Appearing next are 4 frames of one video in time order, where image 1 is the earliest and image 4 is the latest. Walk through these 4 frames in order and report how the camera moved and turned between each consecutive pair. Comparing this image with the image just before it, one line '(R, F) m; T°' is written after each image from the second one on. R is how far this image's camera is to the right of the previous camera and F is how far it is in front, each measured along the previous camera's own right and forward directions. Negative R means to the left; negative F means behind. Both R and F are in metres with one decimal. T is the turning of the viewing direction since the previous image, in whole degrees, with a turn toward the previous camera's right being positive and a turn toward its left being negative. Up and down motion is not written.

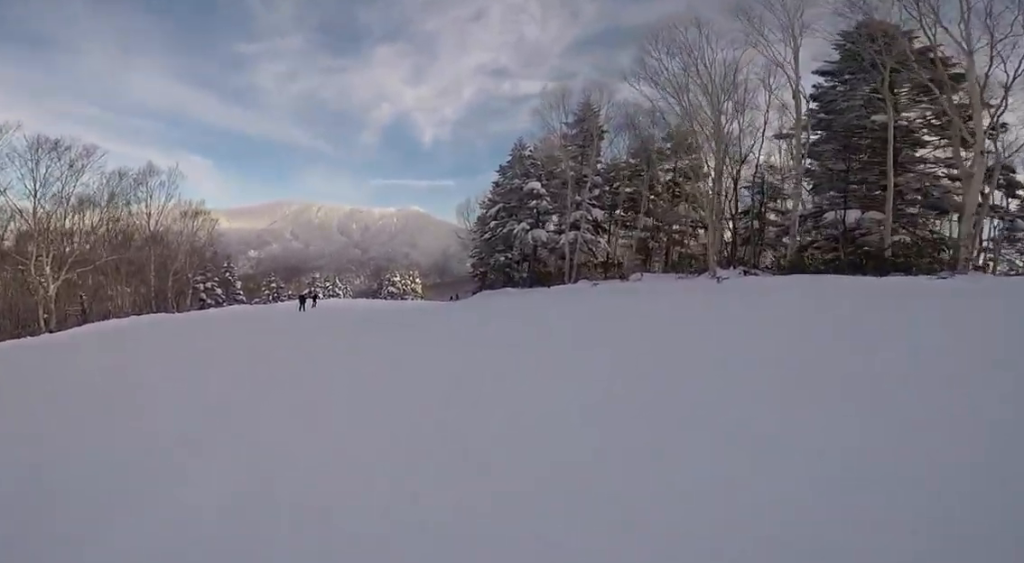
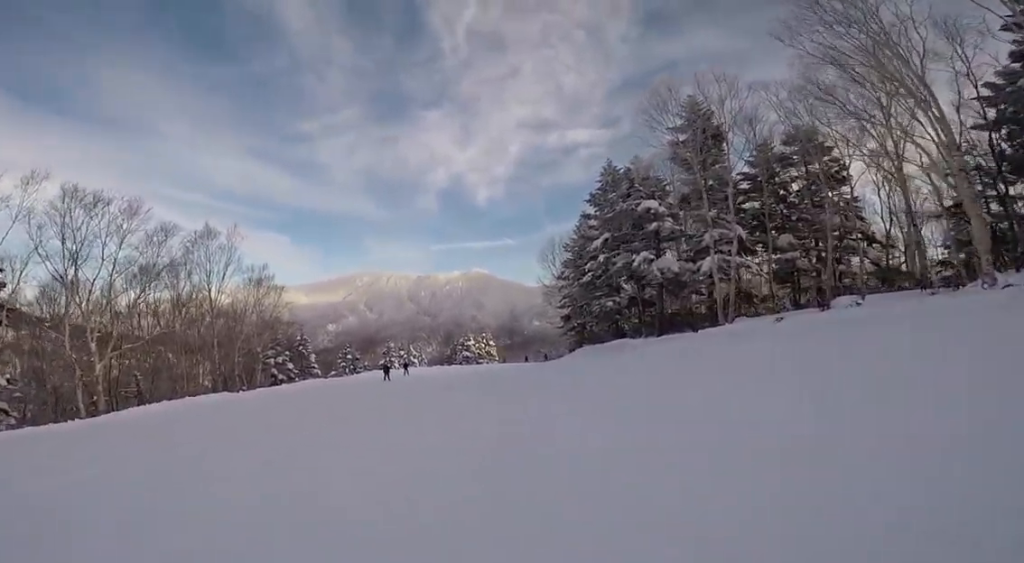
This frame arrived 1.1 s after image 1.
(-0.7, +5.5) m; -22°
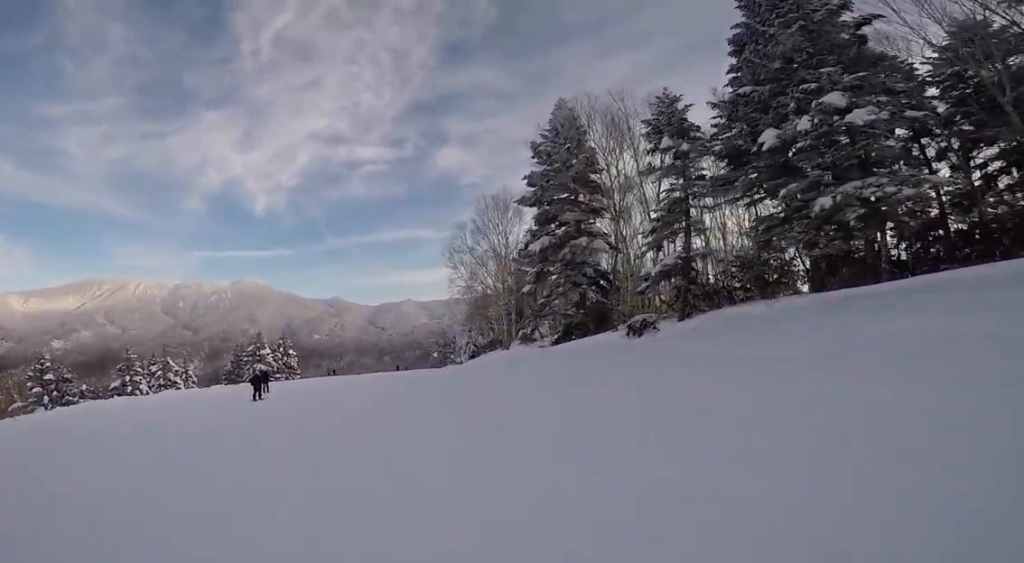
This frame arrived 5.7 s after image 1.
(+5.8, +20.4) m; +18°
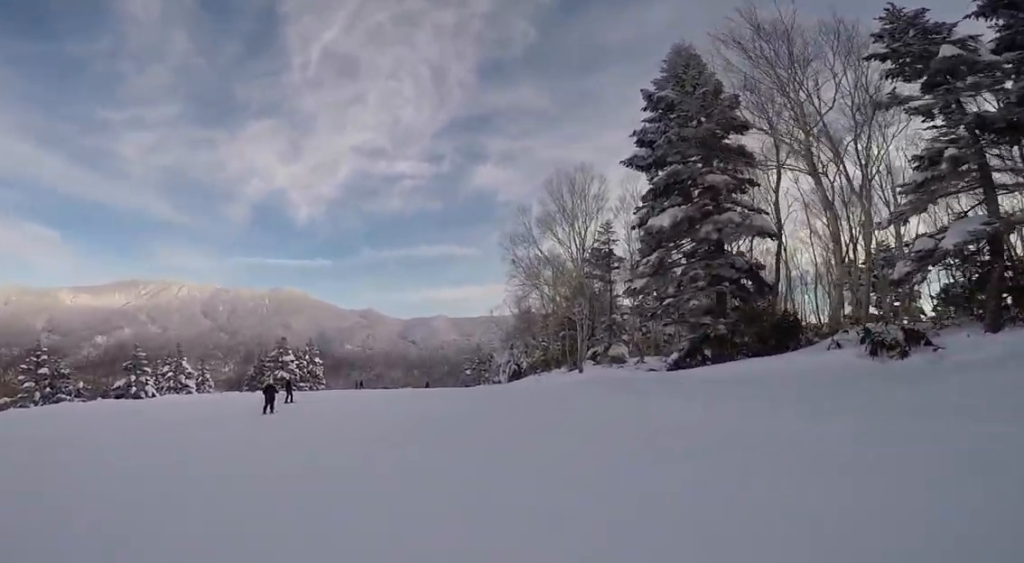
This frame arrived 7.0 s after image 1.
(-0.3, +6.4) m; -11°
